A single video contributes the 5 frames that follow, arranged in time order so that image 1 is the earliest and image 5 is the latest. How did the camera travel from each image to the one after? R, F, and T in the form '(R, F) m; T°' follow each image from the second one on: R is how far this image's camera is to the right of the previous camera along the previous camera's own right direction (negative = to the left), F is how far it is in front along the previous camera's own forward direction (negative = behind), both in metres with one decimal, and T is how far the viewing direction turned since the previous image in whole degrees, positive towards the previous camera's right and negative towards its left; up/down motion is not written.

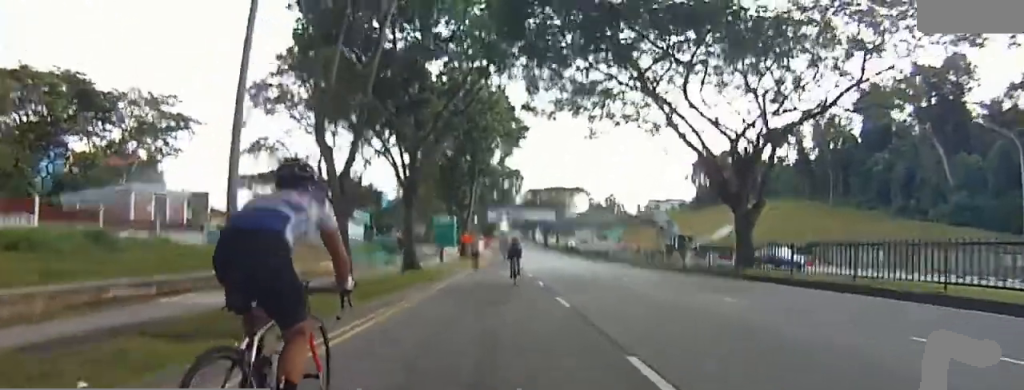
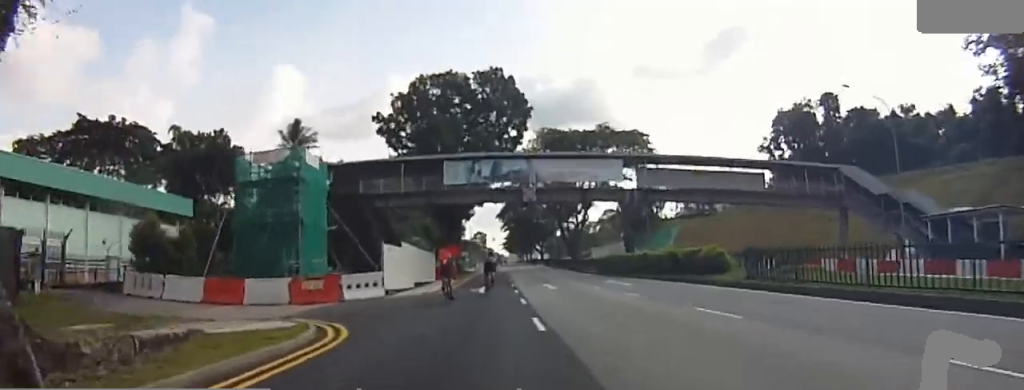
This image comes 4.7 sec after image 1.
(+3.0, +64.8) m; +2°
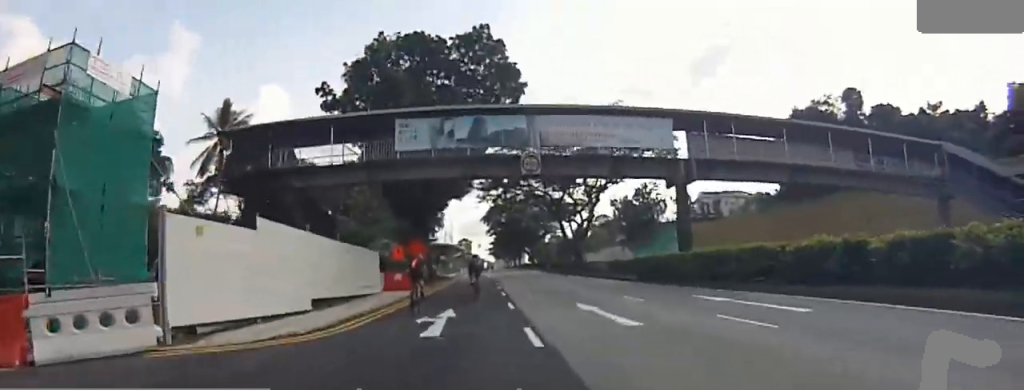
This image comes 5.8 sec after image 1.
(-1.1, +14.6) m; -4°
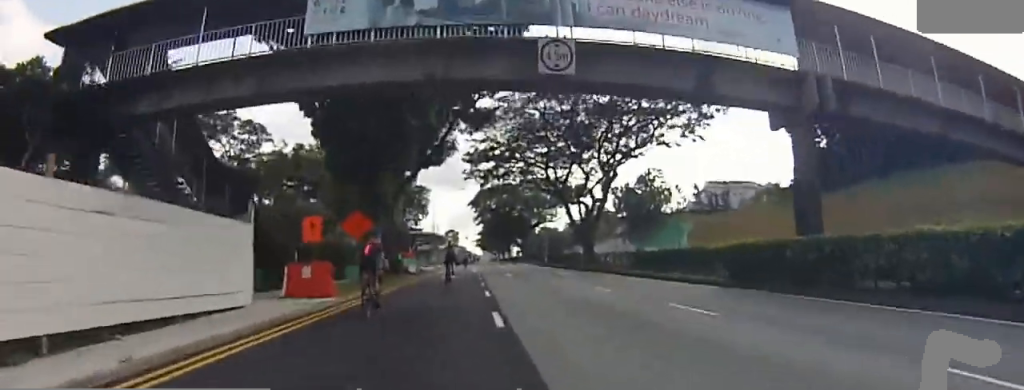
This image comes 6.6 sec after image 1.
(0.0, +11.7) m; 0°
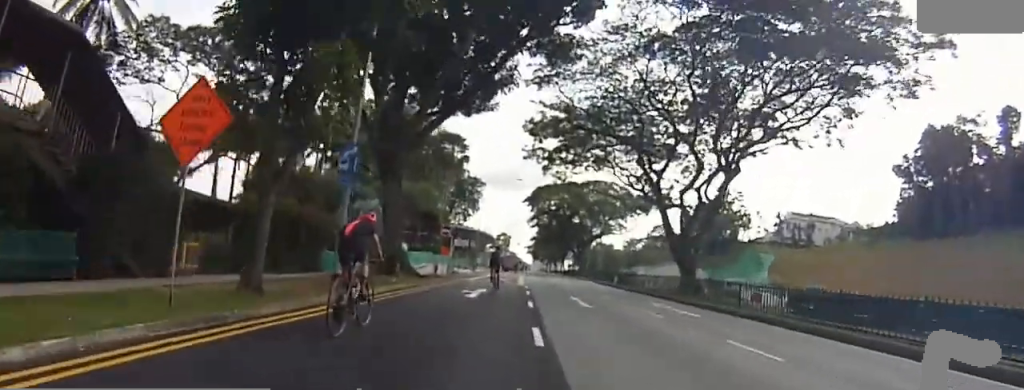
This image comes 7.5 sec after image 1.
(0.0, +13.6) m; +1°
